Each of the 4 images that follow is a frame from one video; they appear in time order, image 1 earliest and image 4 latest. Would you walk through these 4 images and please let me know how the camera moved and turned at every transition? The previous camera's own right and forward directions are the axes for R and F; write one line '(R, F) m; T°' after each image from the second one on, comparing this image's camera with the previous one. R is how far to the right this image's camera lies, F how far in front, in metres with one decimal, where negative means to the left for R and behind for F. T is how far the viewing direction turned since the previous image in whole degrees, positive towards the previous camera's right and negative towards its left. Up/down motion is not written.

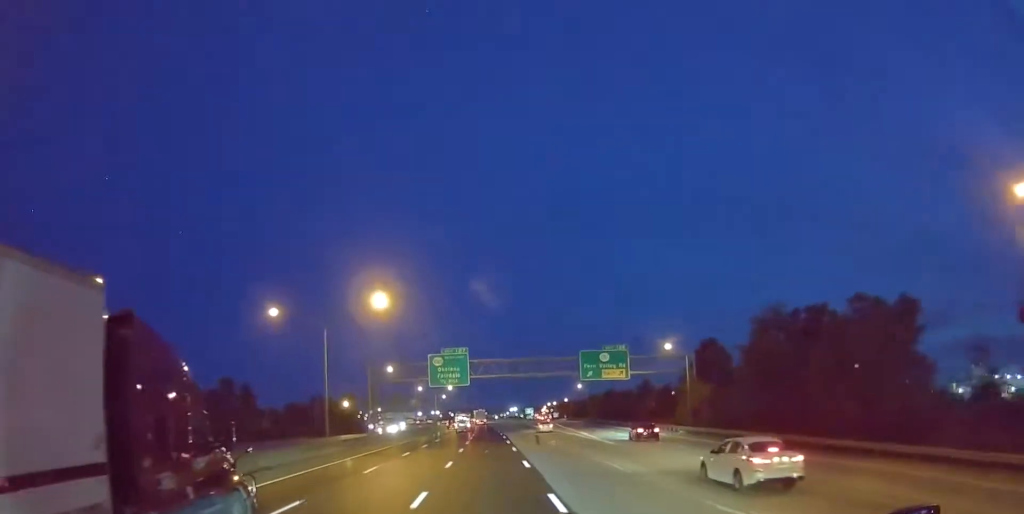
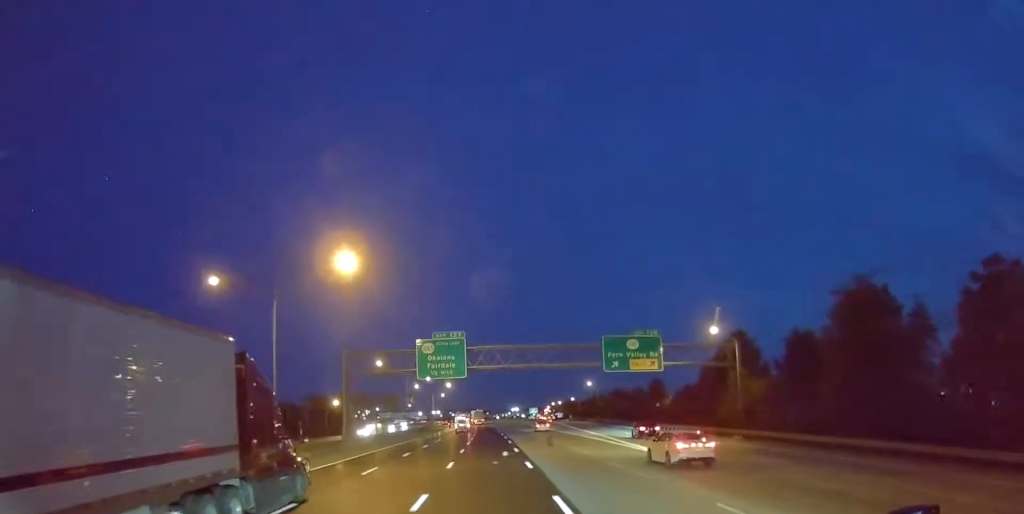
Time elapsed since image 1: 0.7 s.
(0.0, +13.1) m; 0°
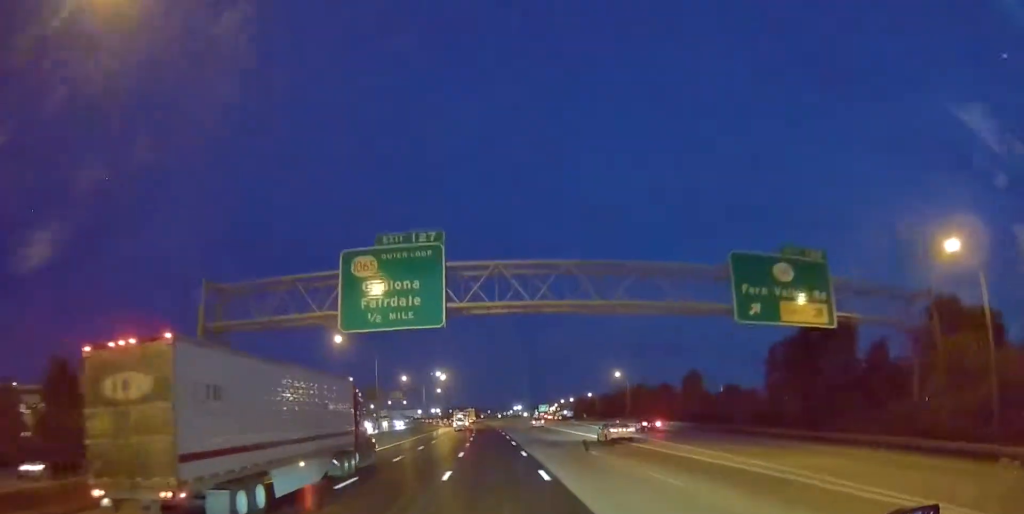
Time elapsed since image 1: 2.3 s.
(0.0, +30.6) m; +2°
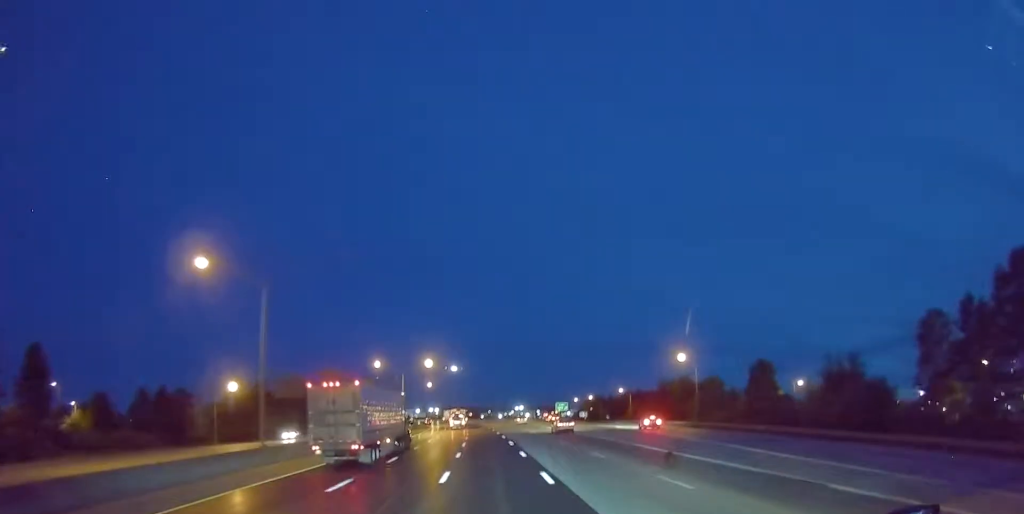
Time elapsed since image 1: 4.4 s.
(+0.6, +38.5) m; -1°
